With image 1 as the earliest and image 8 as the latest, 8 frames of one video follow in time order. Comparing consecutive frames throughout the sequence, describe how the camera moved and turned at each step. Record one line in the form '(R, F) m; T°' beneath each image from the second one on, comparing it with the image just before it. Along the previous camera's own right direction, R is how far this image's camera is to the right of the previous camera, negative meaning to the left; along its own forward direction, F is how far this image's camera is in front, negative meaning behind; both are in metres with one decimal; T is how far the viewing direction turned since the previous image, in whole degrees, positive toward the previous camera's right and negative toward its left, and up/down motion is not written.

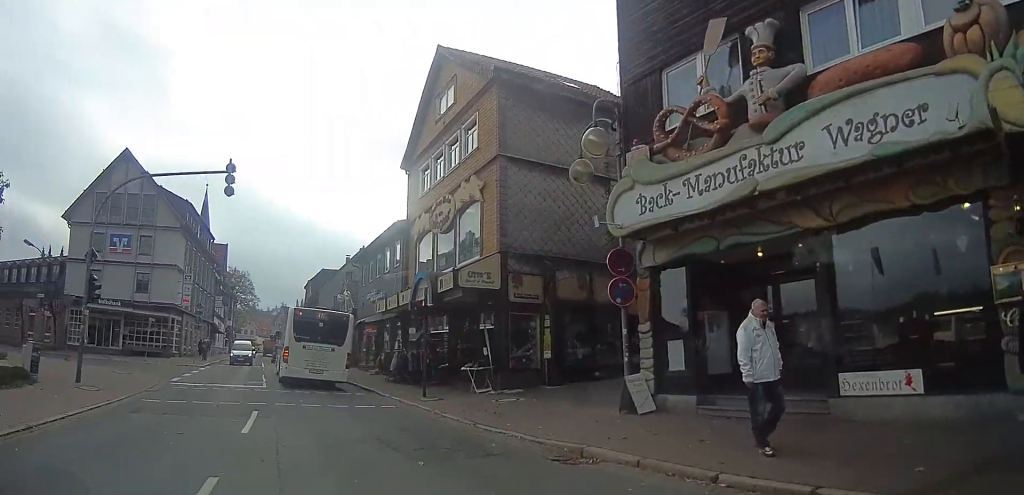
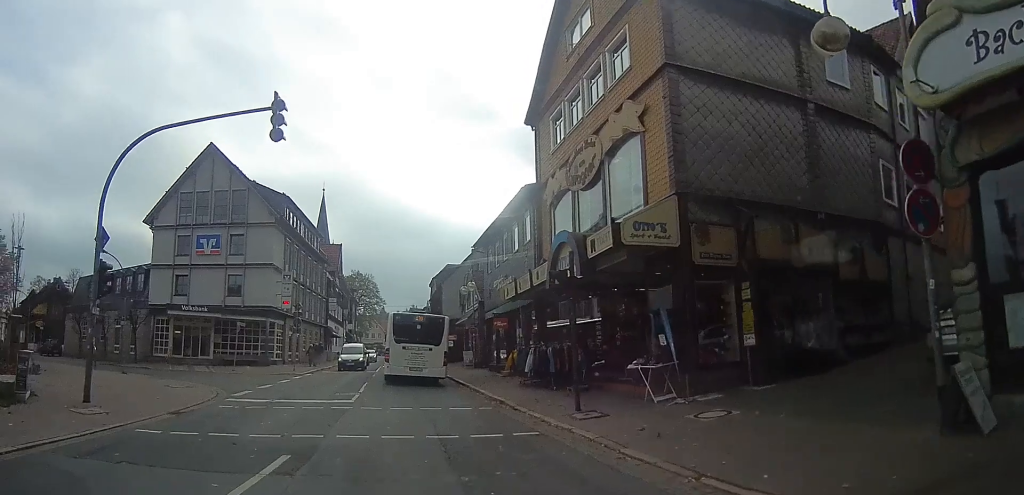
(-0.5, +4.7) m; -12°
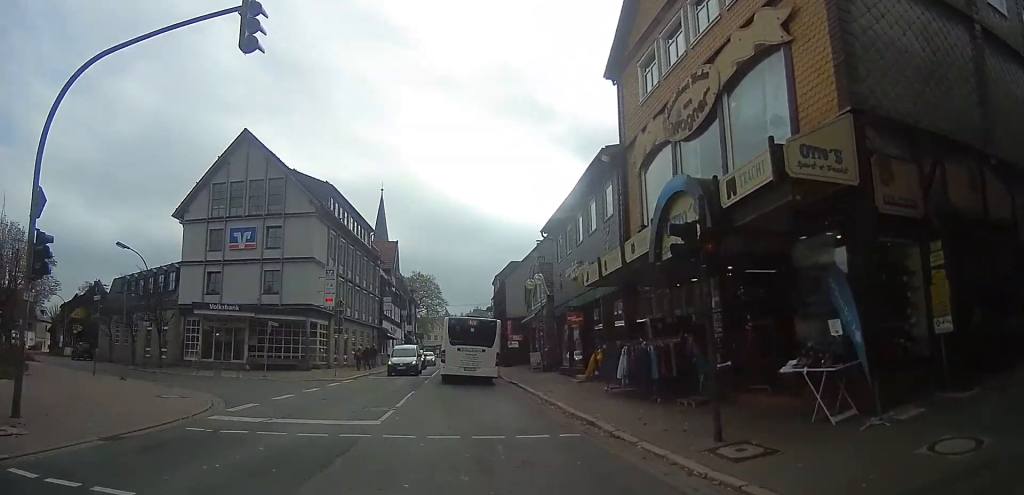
(-0.3, +3.5) m; -7°
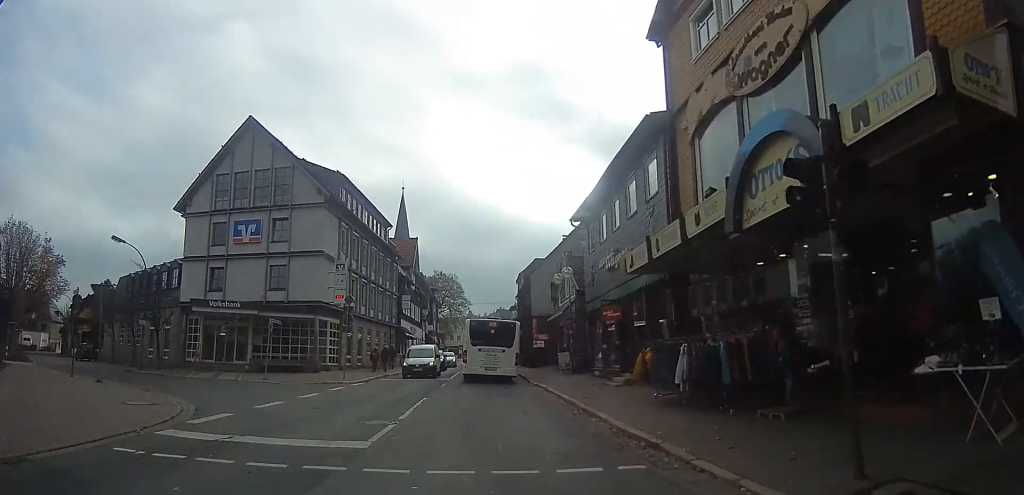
(0.0, +2.2) m; -1°
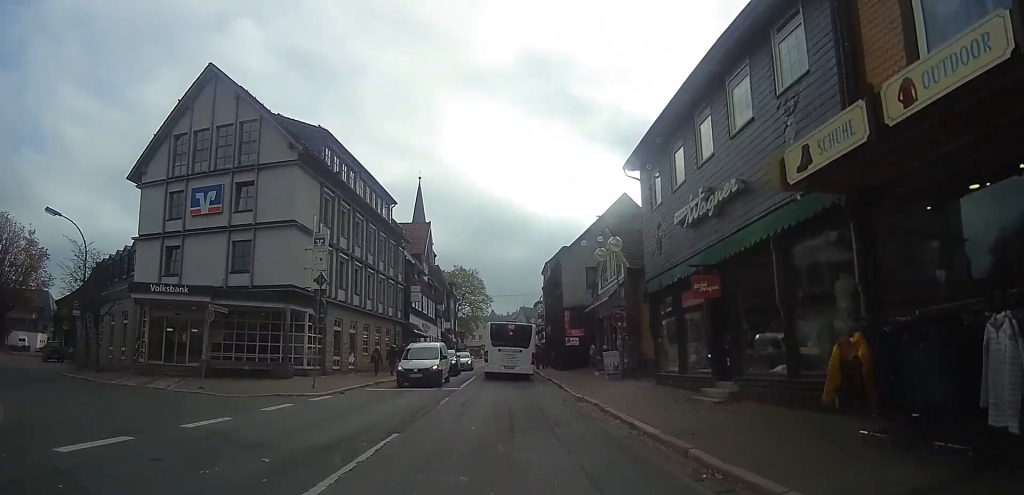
(-0.1, +6.1) m; -1°
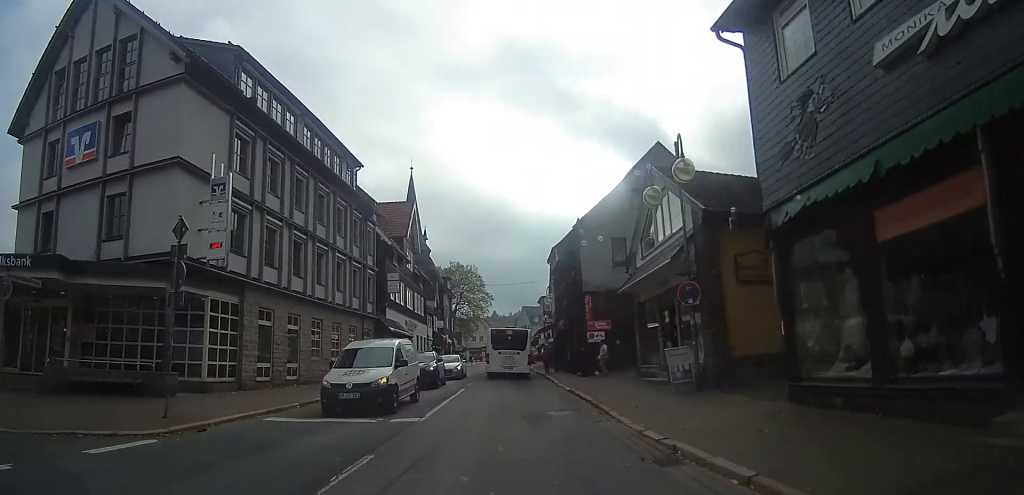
(-0.5, +7.6) m; -7°
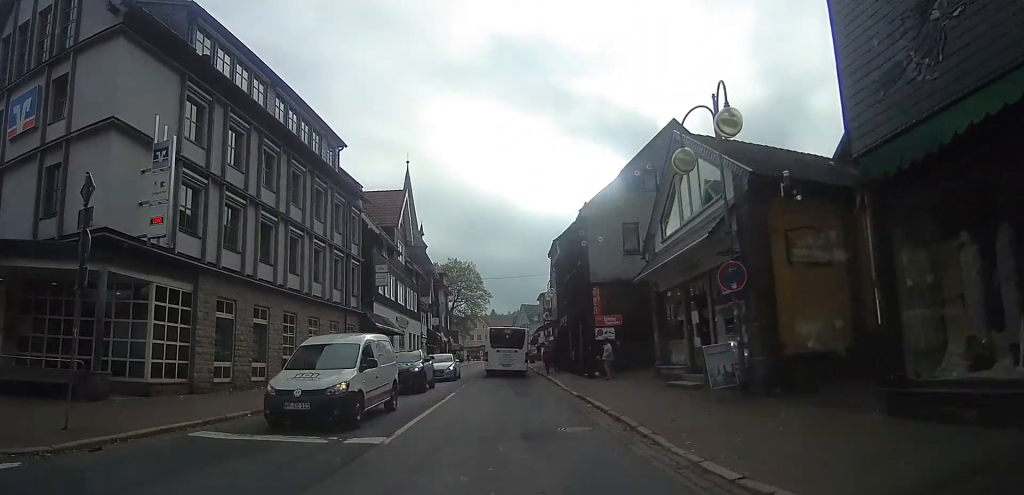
(-0.3, +2.5) m; 0°
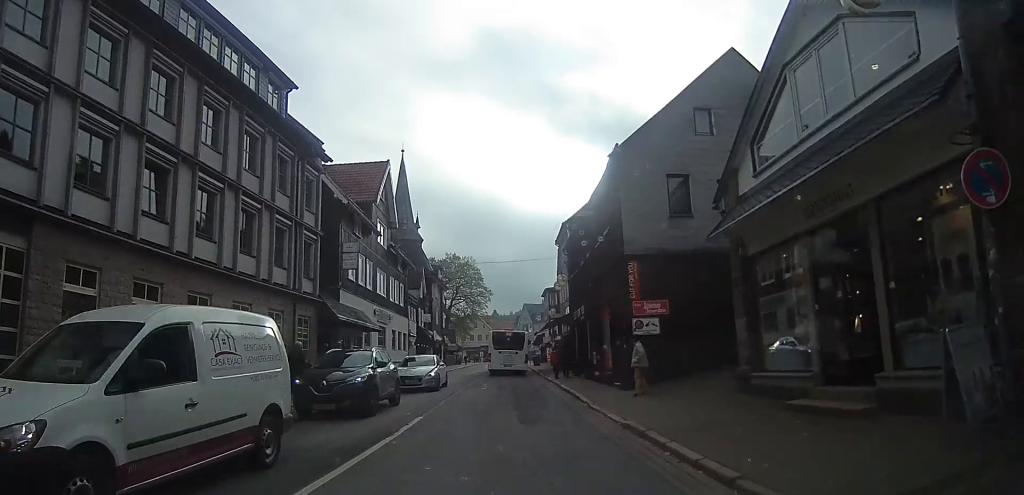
(+0.4, +5.7) m; +6°
